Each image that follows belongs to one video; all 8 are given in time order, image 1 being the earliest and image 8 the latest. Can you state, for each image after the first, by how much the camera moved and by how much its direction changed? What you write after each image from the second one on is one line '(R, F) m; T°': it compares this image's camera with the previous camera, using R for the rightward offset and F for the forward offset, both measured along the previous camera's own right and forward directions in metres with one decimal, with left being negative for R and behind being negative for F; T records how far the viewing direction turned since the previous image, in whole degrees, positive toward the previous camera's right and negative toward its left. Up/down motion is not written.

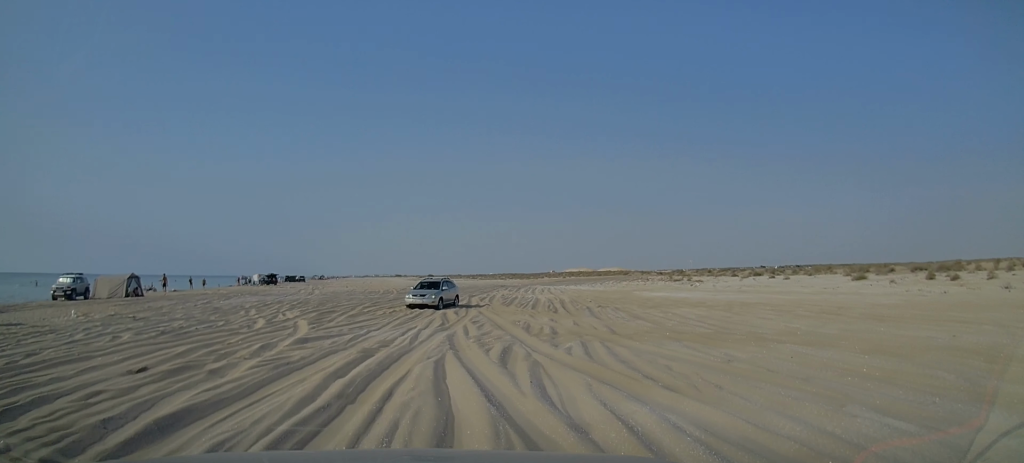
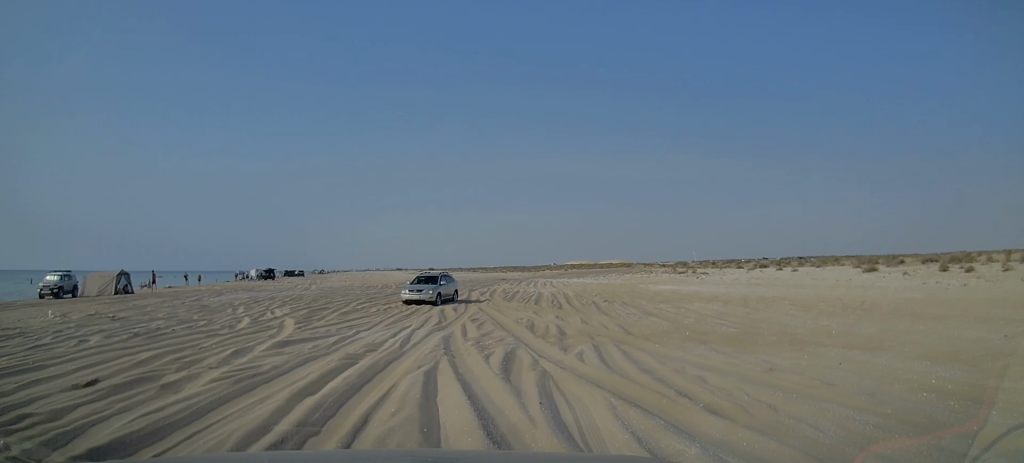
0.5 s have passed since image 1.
(0.0, +1.7) m; +2°
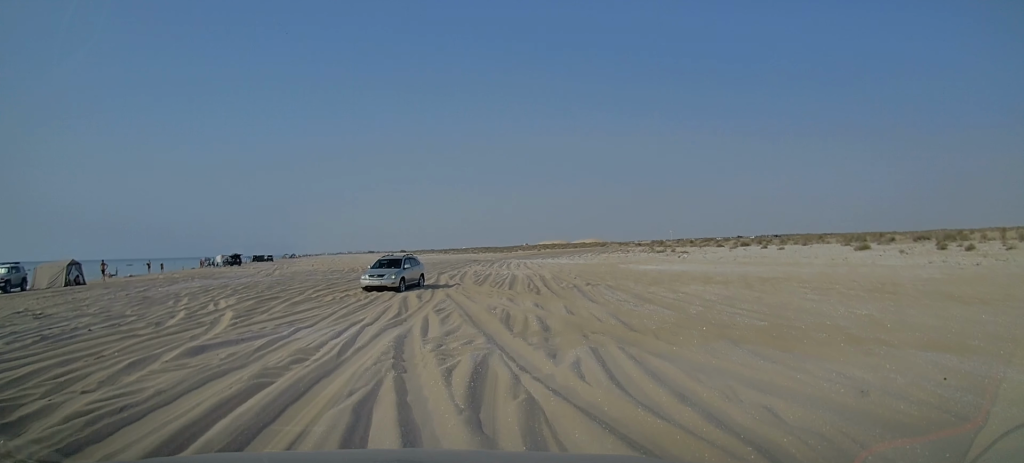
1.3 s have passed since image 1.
(0.0, +3.0) m; +3°
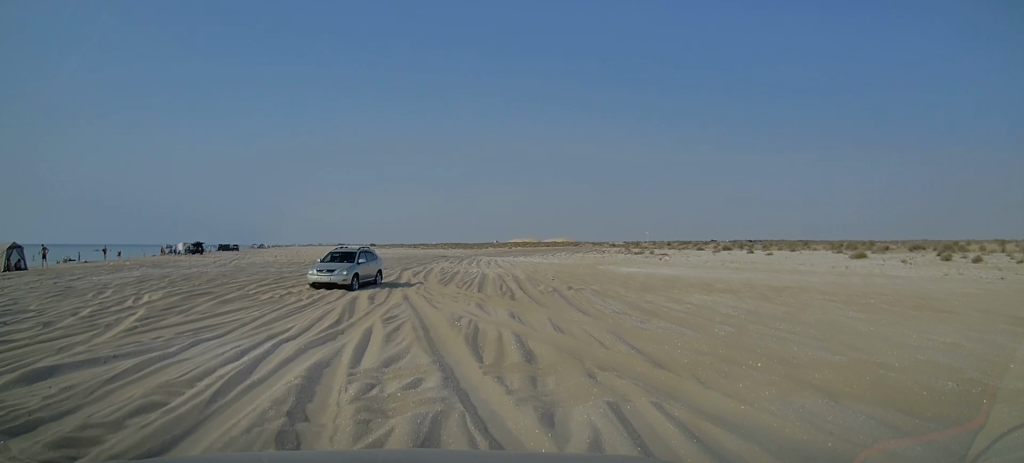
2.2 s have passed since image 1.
(+0.2, +3.8) m; +3°
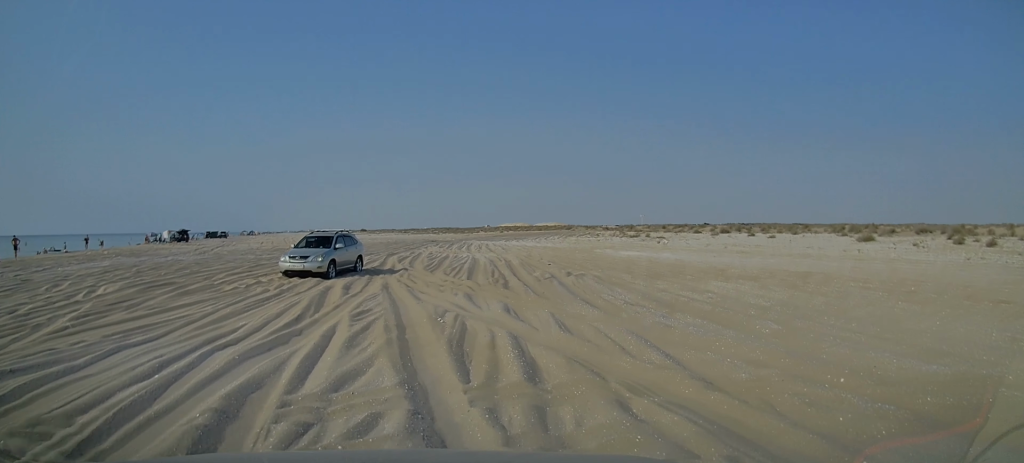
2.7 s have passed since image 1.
(-0.1, +2.3) m; +3°
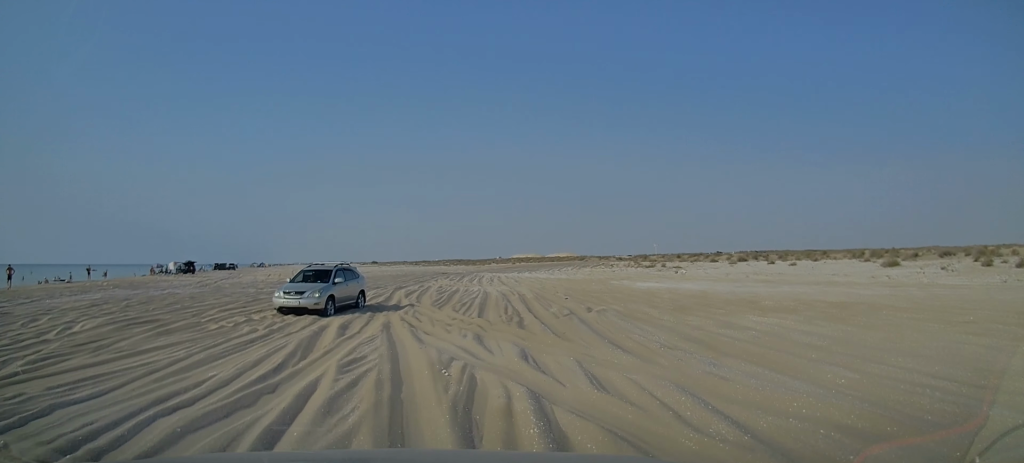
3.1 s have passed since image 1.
(-0.1, +1.9) m; +2°
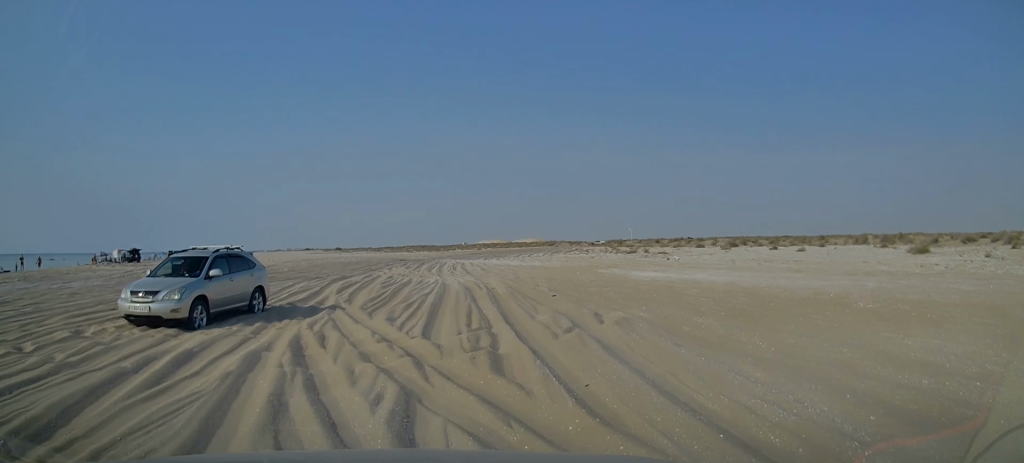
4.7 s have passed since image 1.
(+0.1, +7.3) m; -2°
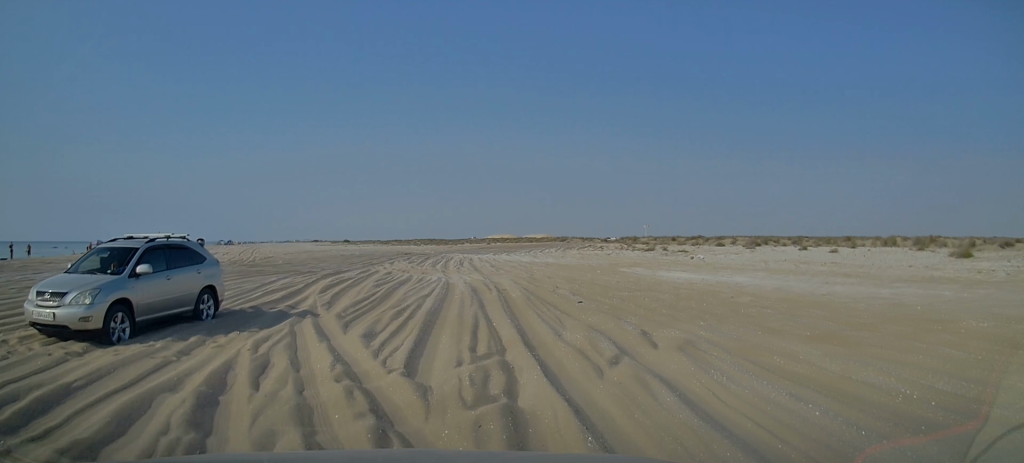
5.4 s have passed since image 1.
(0.0, +3.4) m; +1°
